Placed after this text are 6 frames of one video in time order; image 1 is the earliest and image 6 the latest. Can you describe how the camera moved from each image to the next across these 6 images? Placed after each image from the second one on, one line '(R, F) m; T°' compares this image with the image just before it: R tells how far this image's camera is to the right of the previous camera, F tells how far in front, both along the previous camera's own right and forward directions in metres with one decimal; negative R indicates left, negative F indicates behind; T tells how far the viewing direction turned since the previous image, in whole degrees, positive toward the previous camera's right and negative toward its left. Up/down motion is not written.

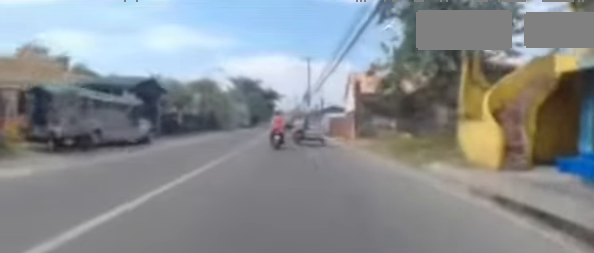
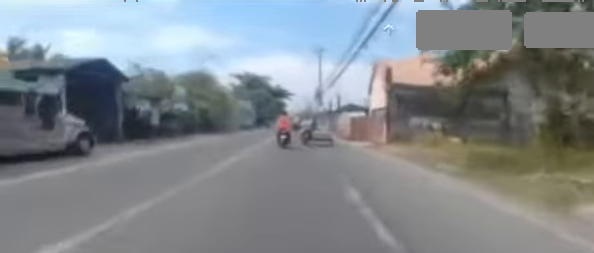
(0.0, +5.7) m; 0°
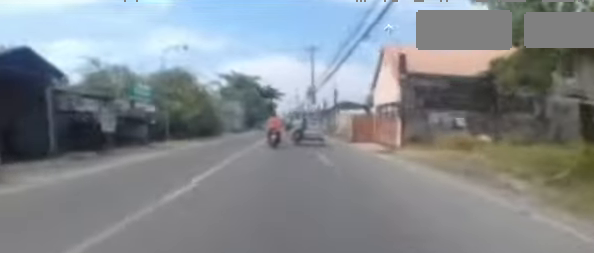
(0.0, +3.9) m; 0°
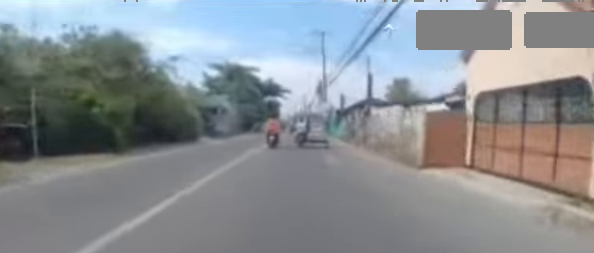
(0.0, +10.0) m; 0°
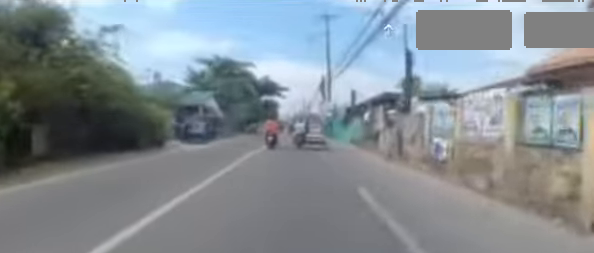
(0.0, +5.6) m; 0°
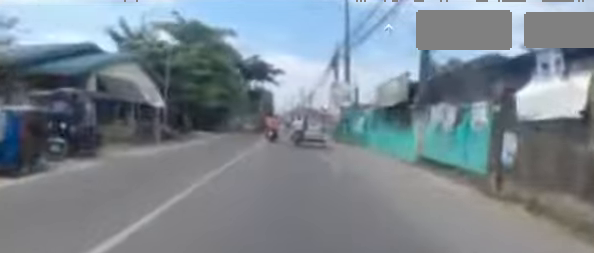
(0.0, +12.2) m; +1°
